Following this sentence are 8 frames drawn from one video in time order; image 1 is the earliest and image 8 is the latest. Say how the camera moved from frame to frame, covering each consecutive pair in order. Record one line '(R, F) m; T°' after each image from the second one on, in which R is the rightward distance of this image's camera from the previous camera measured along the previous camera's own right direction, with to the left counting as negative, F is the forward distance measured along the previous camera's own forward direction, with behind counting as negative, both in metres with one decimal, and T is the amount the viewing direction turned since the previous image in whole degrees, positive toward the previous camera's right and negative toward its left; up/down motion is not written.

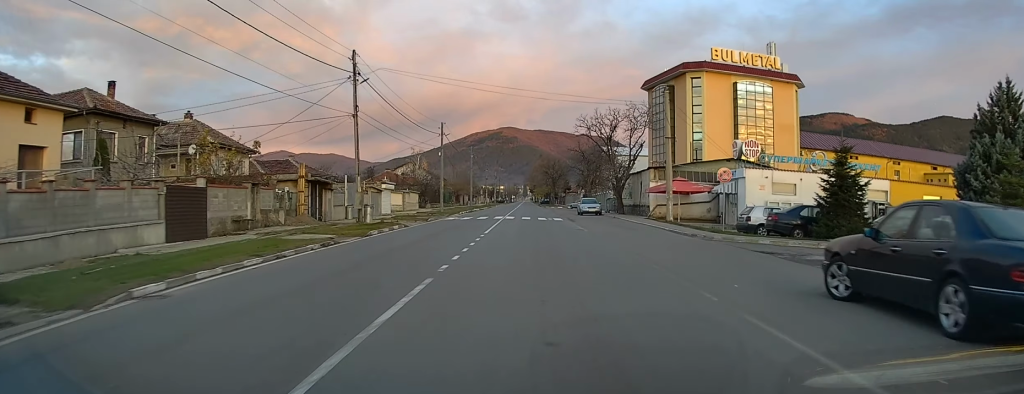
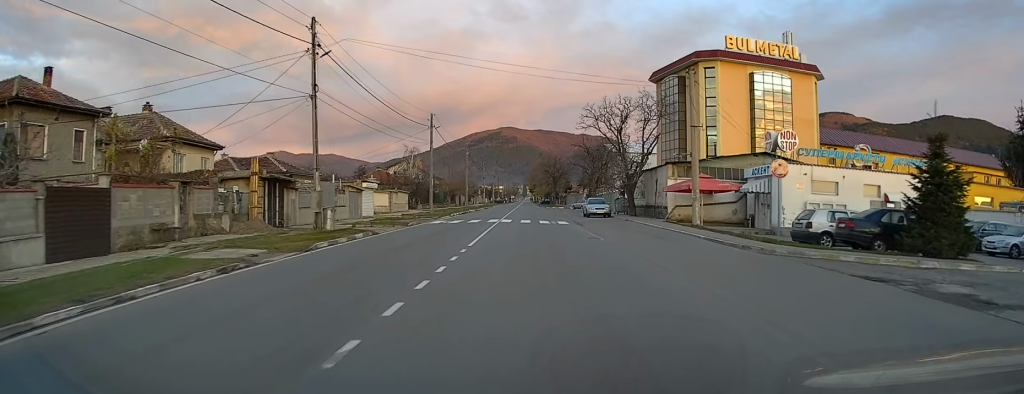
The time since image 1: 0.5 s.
(+0.1, +6.2) m; 0°
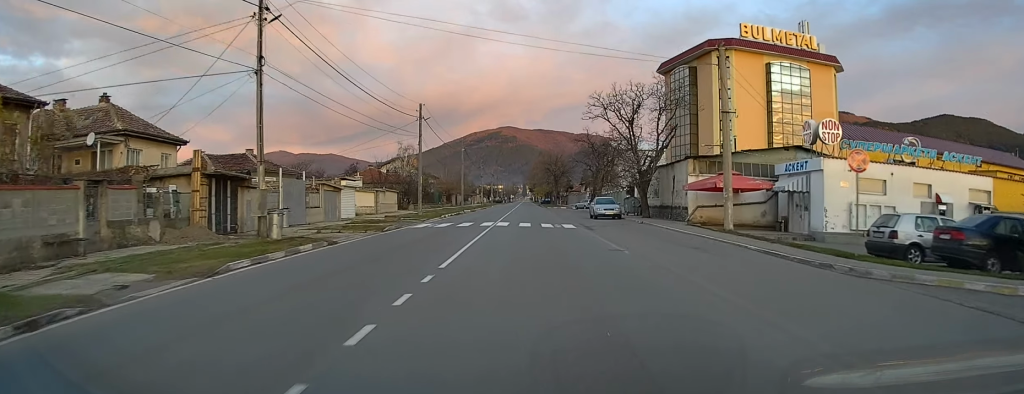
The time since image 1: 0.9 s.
(+0.1, +5.3) m; 0°
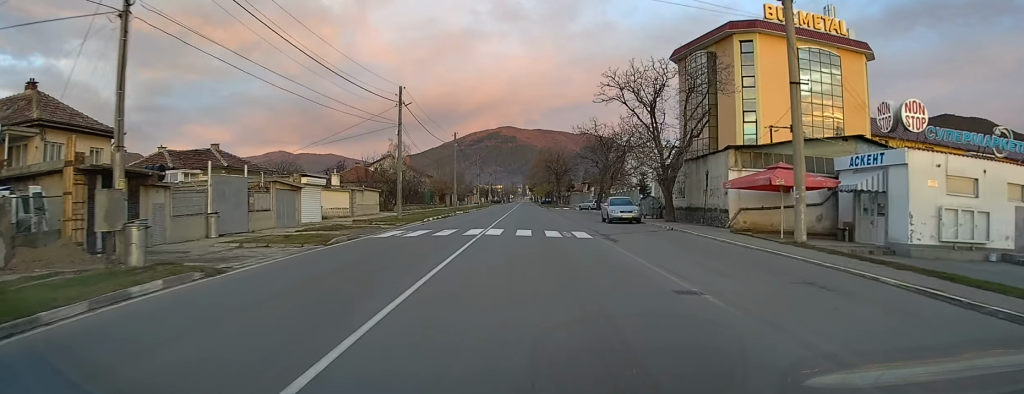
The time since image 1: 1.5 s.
(-0.1, +7.5) m; 0°
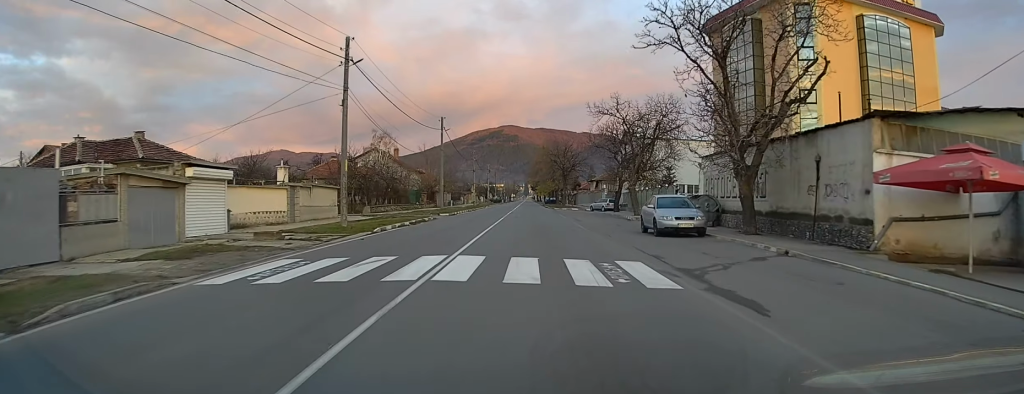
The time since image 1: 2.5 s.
(0.0, +12.6) m; +1°
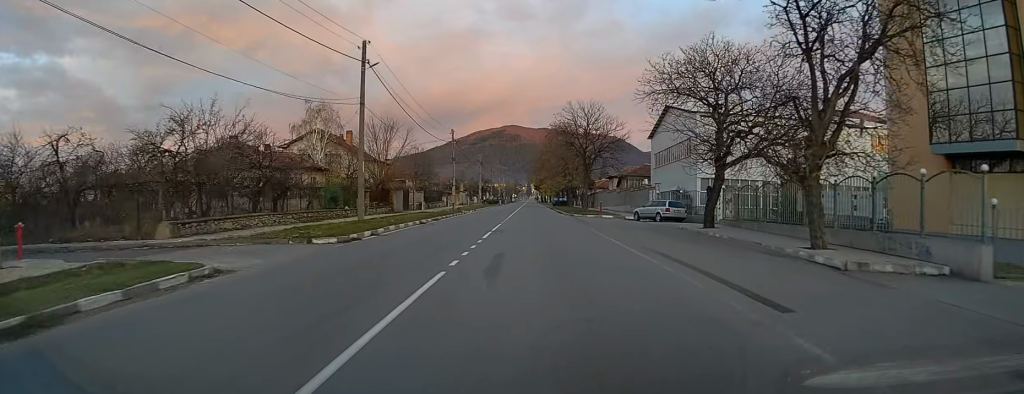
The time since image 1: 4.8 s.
(-0.1, +29.3) m; -1°
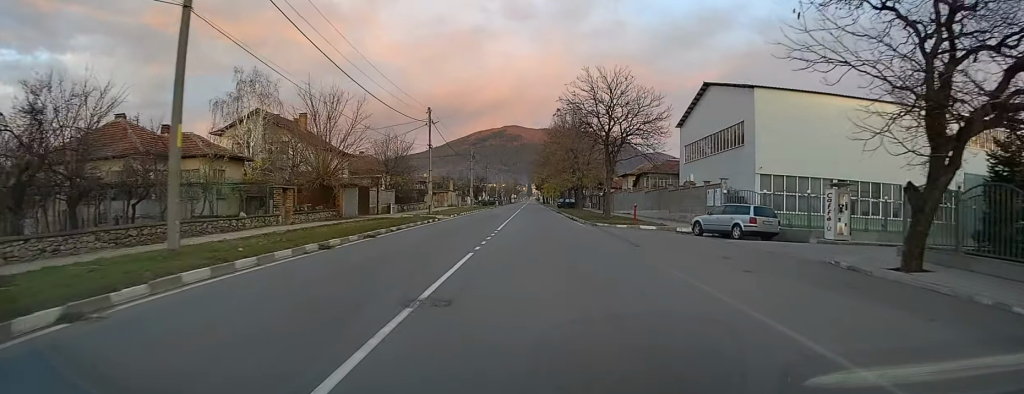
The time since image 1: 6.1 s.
(+0.1, +16.2) m; 0°
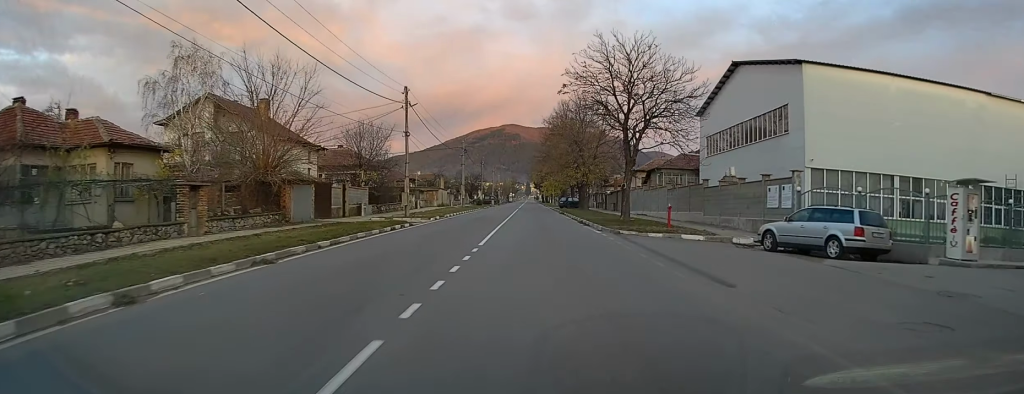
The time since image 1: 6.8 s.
(0.0, +9.0) m; 0°
